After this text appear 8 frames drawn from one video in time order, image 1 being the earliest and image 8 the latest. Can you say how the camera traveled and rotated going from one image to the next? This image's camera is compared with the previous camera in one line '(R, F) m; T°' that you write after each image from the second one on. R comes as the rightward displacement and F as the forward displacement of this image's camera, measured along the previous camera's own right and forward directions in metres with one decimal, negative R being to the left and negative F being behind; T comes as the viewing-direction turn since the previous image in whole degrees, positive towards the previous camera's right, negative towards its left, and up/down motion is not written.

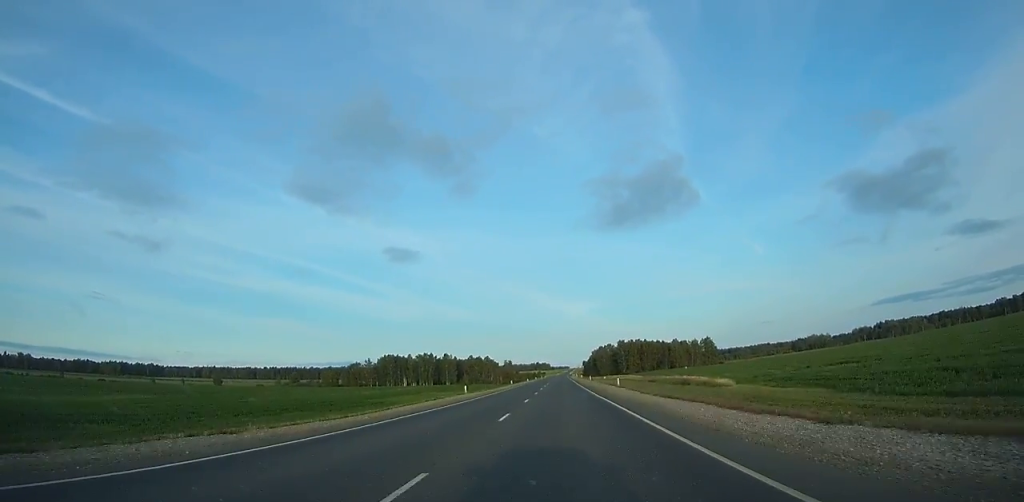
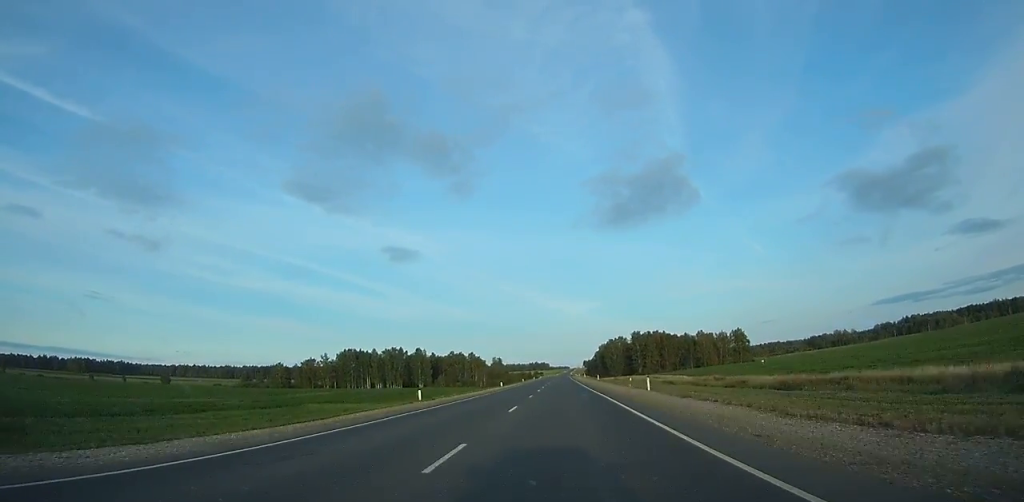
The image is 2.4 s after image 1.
(+0.2, +73.2) m; 0°
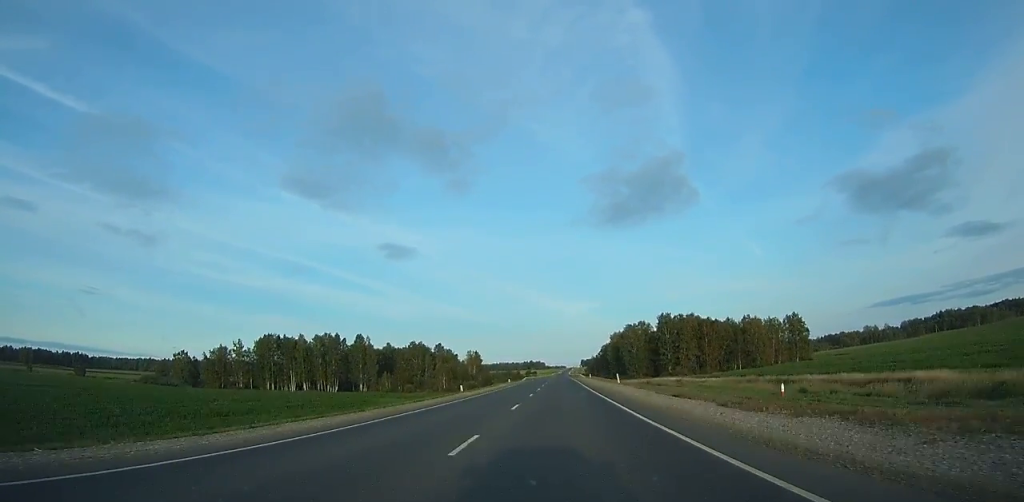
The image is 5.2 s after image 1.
(+0.1, +82.9) m; 0°
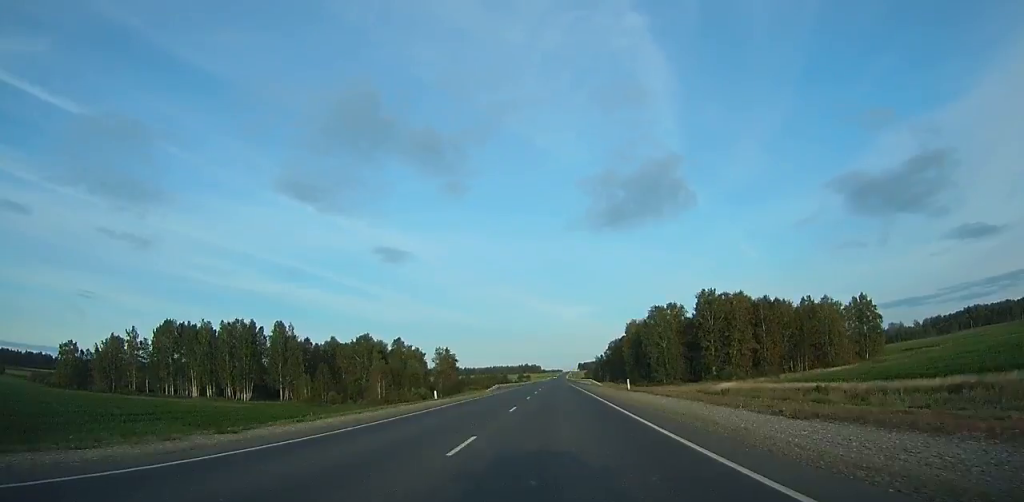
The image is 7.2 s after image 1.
(+0.1, +57.6) m; 0°
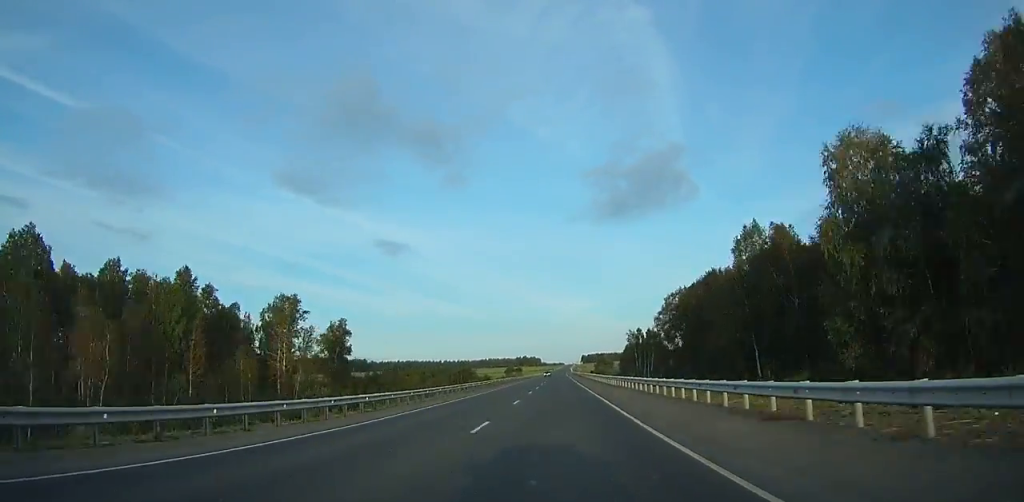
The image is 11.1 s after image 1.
(+0.3, +114.6) m; 0°
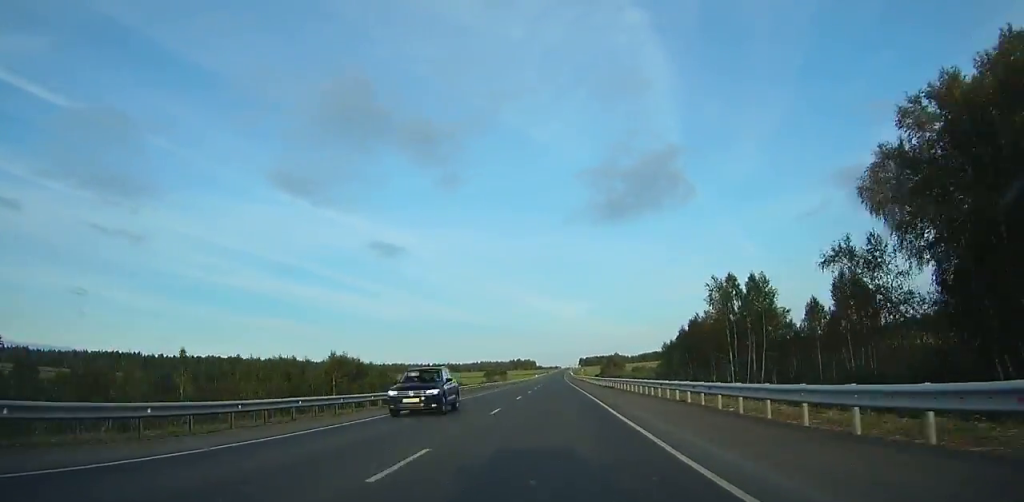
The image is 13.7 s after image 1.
(0.0, +80.6) m; 0°
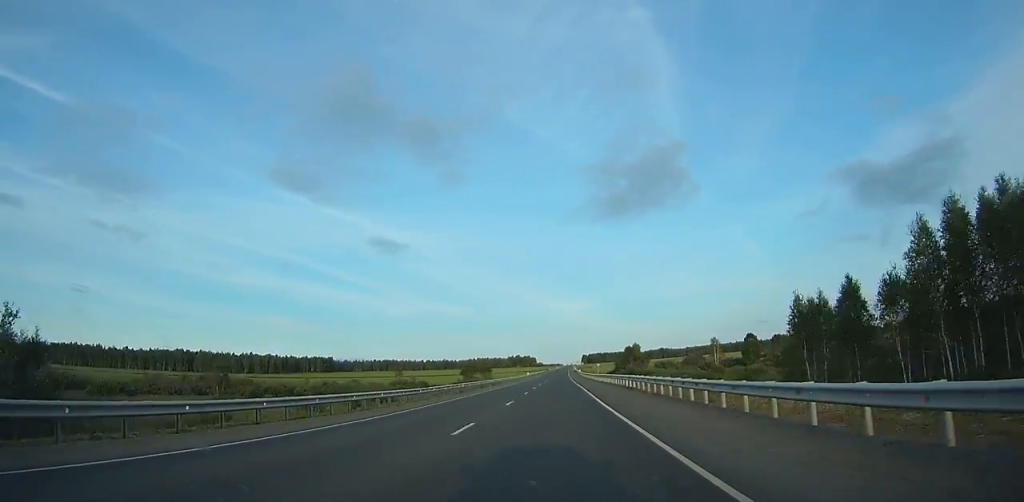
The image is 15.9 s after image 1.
(0.0, +67.7) m; 0°
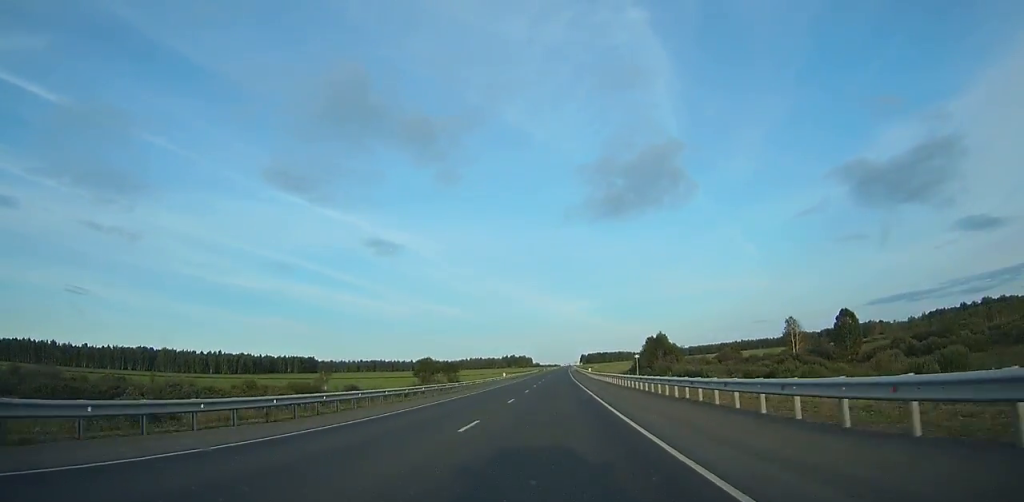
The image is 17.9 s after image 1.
(0.0, +60.4) m; 0°
